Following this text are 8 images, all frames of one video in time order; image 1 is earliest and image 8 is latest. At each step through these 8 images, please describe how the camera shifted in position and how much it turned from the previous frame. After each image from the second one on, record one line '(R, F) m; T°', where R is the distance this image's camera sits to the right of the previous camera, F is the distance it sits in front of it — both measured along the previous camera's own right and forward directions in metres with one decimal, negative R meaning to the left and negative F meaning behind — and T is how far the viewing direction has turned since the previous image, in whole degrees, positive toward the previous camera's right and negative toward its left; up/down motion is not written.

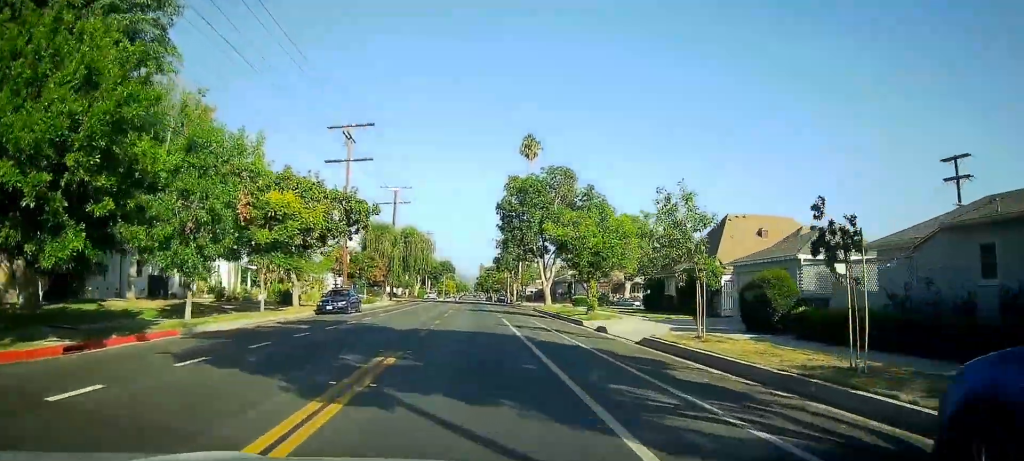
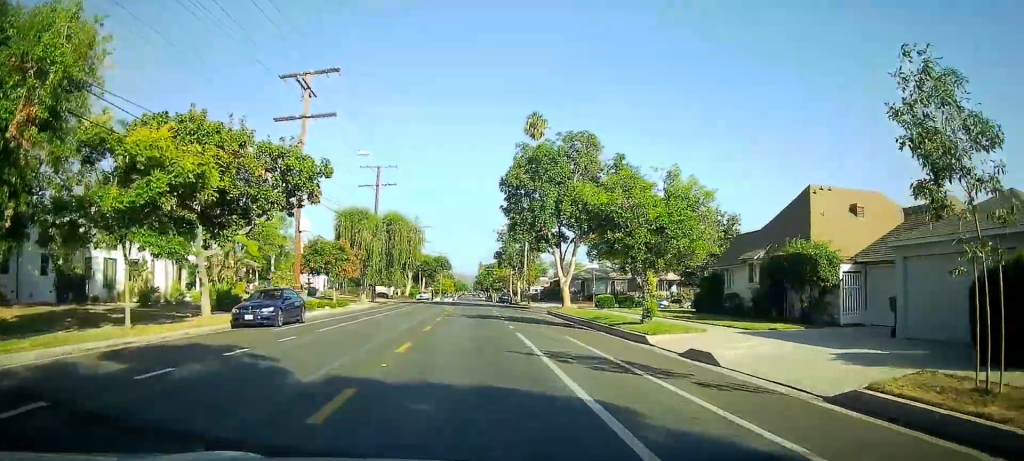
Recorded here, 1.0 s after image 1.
(+0.2, +12.3) m; 0°
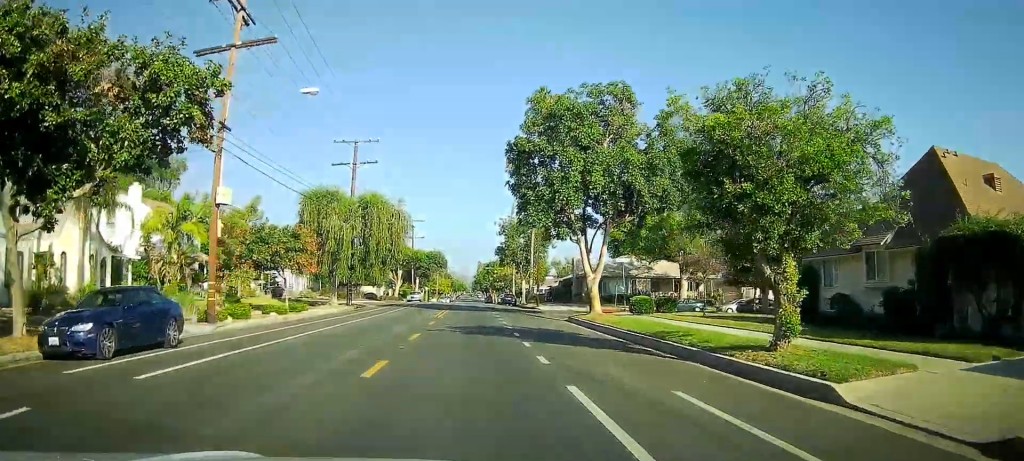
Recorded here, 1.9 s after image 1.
(-0.1, +11.3) m; 0°
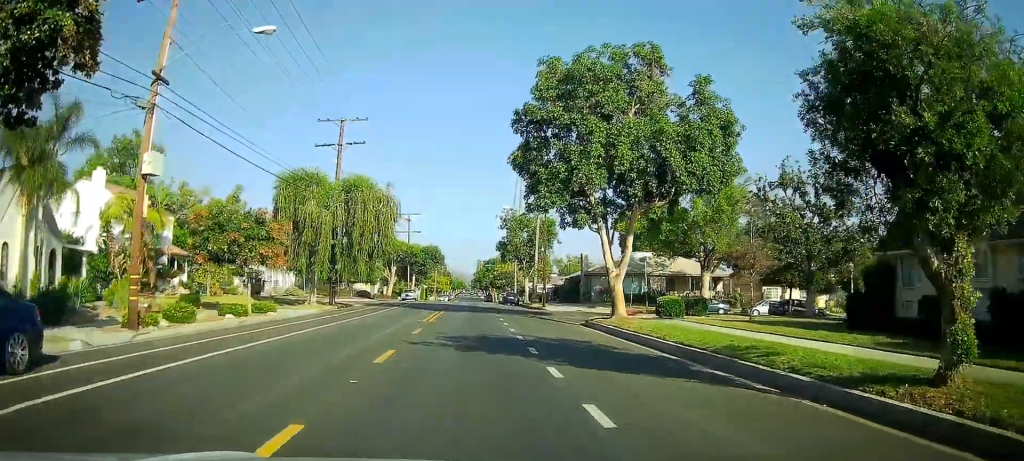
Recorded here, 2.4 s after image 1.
(0.0, +5.5) m; 0°
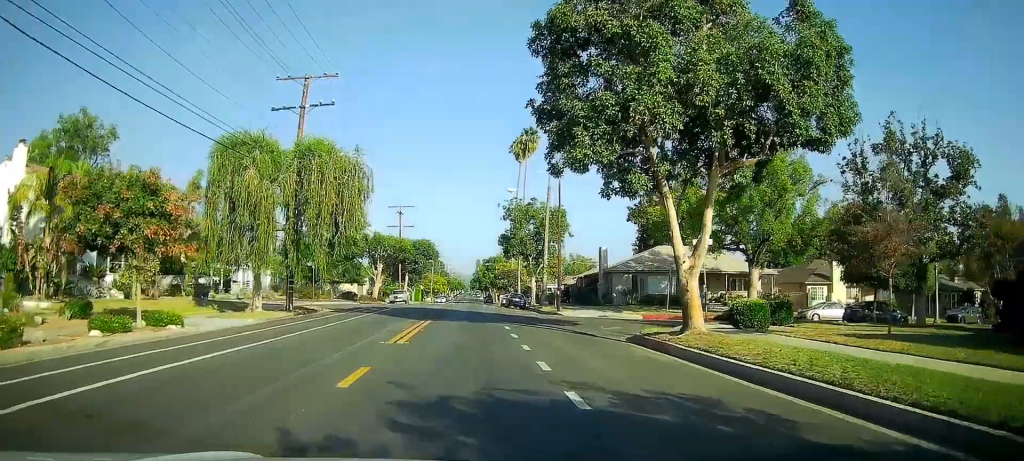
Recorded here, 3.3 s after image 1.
(0.0, +9.9) m; +1°
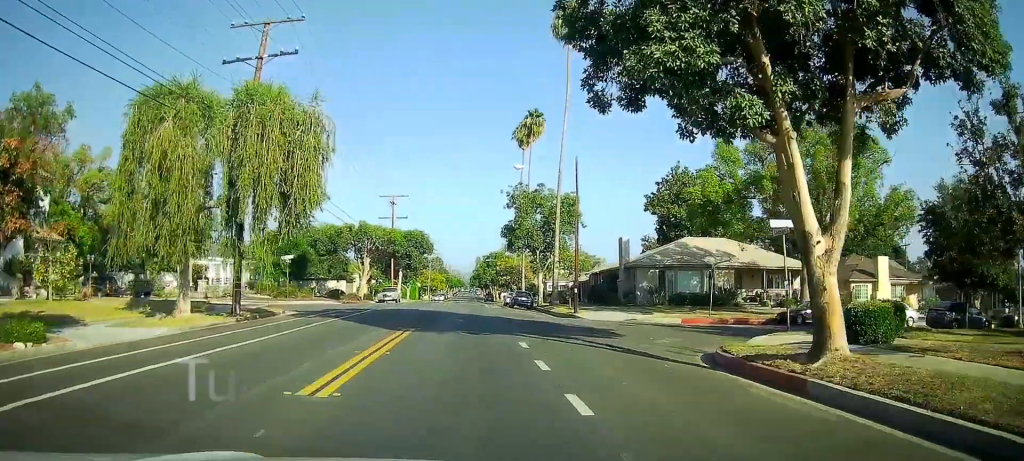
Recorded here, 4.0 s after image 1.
(+0.1, +7.7) m; 0°
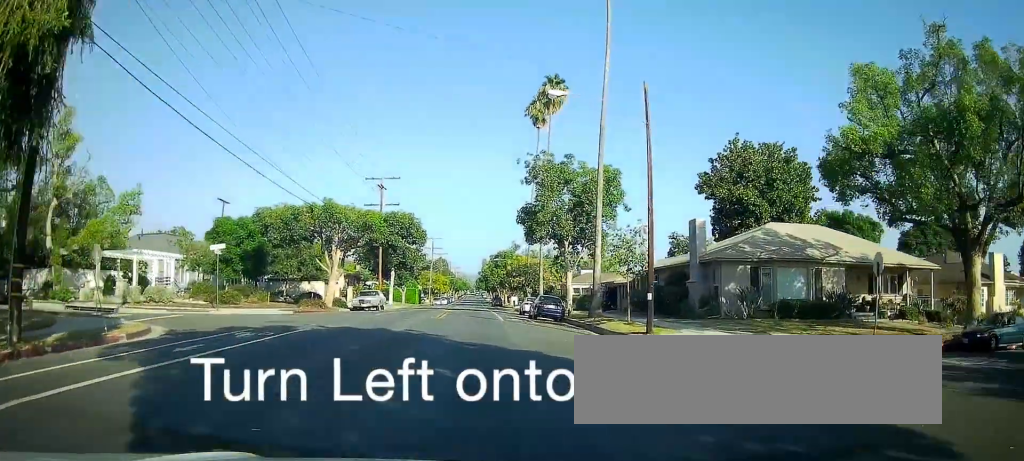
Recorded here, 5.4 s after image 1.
(-0.1, +13.7) m; -4°
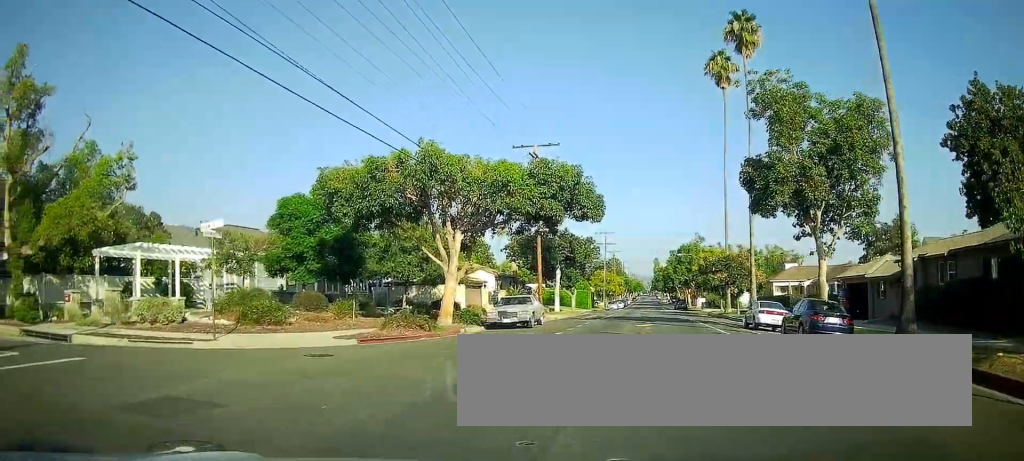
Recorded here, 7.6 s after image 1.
(-2.7, +14.1) m; -33°
